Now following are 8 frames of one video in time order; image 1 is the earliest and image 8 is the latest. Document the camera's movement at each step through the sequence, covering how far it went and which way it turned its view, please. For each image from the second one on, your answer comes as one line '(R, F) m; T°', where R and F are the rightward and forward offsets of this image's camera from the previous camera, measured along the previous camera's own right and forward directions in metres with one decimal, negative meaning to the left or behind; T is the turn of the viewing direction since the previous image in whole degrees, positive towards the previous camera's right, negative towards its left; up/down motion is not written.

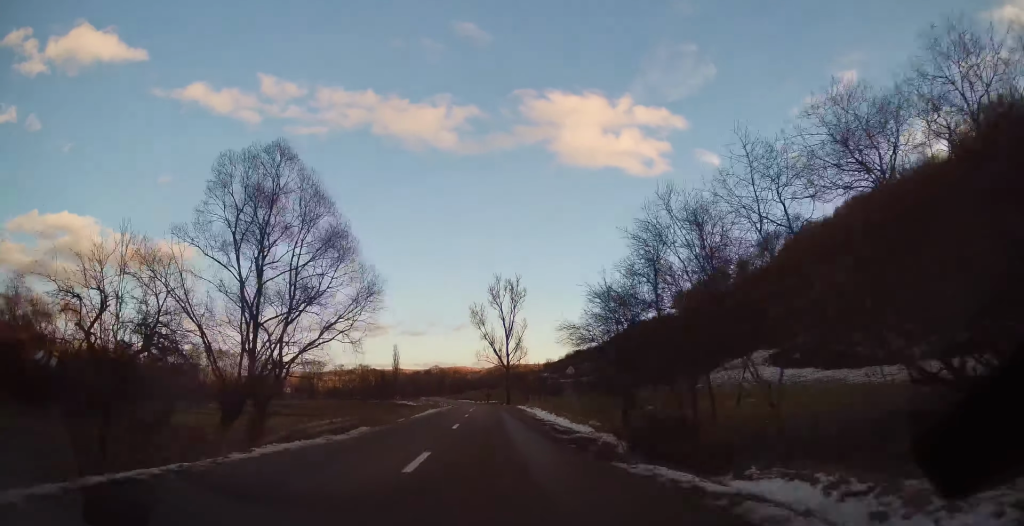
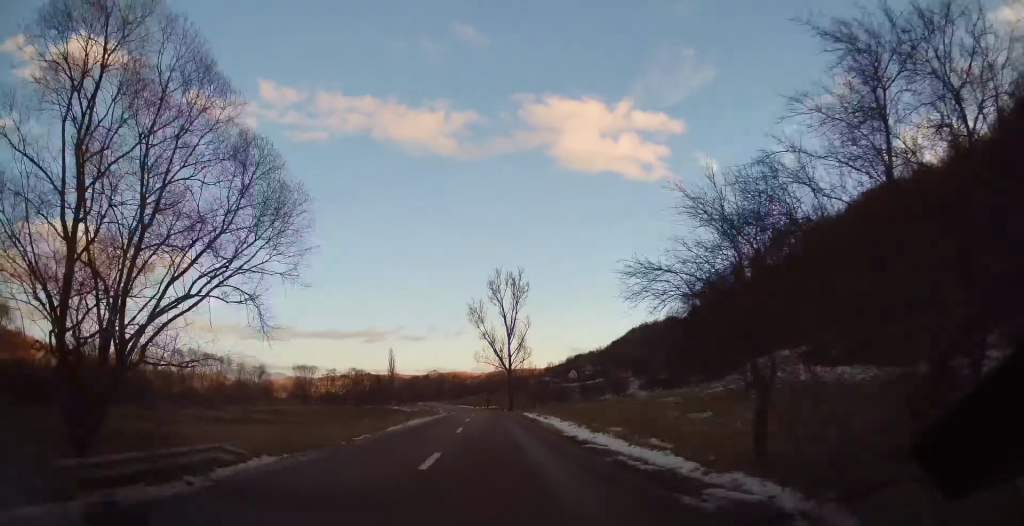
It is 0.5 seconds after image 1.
(+0.1, +10.2) m; 0°
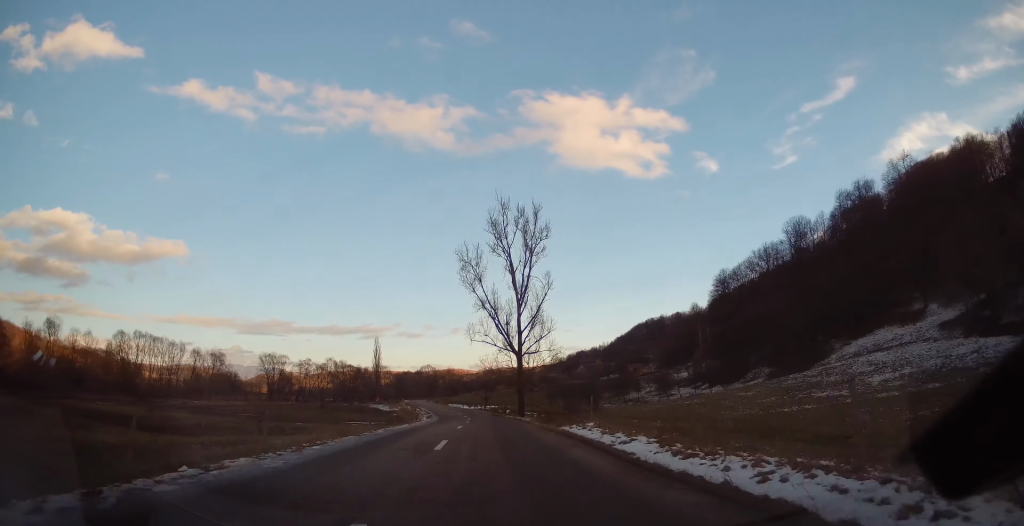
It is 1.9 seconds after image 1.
(-0.2, +31.1) m; 0°
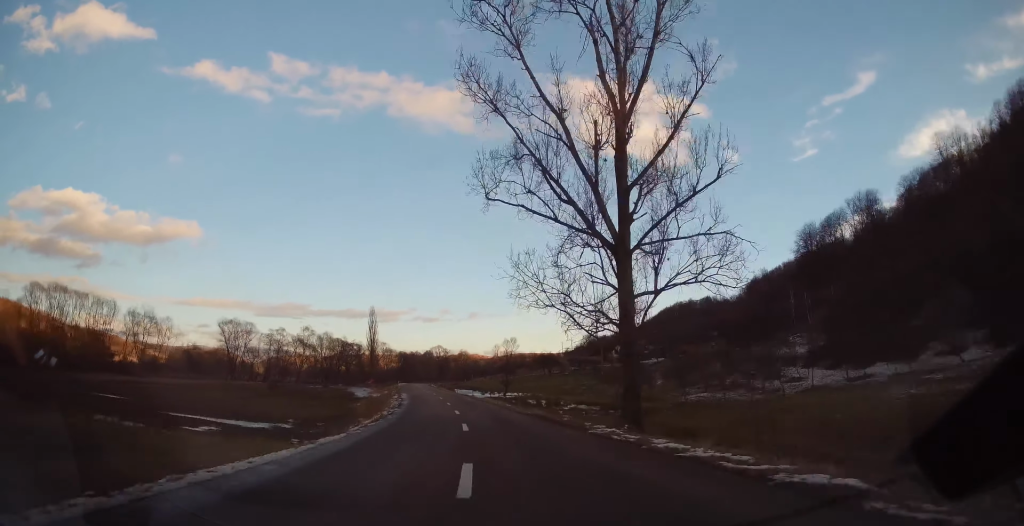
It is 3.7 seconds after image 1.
(+0.3, +41.6) m; 0°
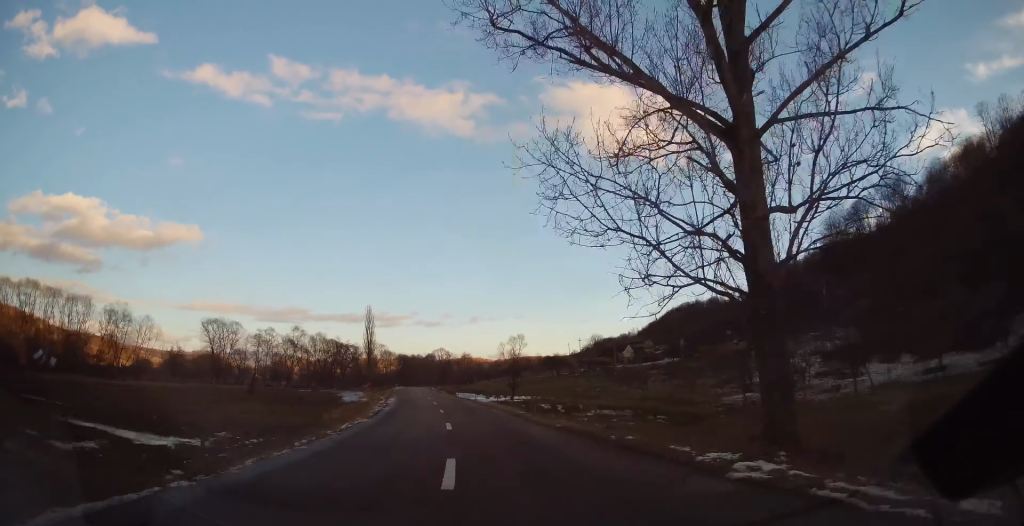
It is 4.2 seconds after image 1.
(-0.2, +10.7) m; -2°
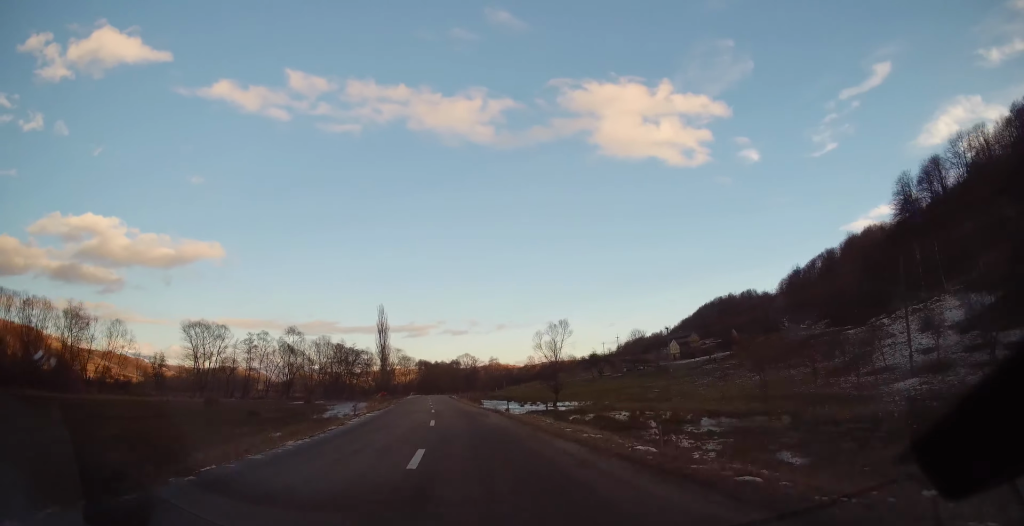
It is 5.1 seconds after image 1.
(-0.6, +20.7) m; -3°
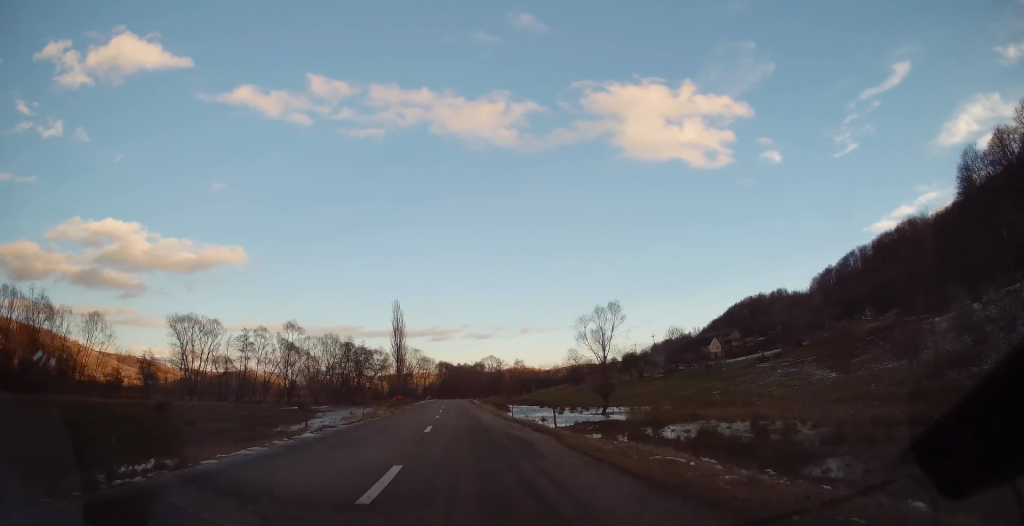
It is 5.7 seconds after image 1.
(-0.2, +14.5) m; -2°
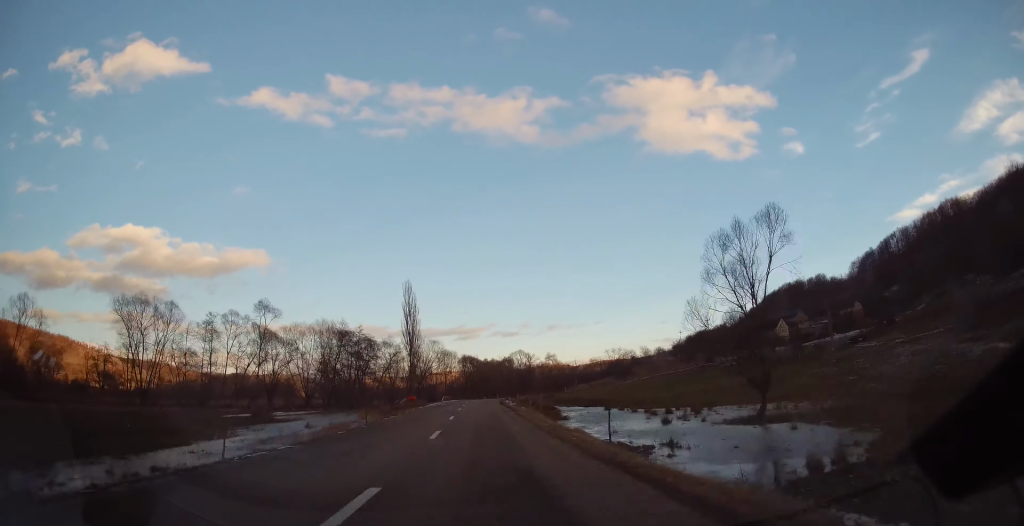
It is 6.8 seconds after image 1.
(-0.7, +25.0) m; -1°
